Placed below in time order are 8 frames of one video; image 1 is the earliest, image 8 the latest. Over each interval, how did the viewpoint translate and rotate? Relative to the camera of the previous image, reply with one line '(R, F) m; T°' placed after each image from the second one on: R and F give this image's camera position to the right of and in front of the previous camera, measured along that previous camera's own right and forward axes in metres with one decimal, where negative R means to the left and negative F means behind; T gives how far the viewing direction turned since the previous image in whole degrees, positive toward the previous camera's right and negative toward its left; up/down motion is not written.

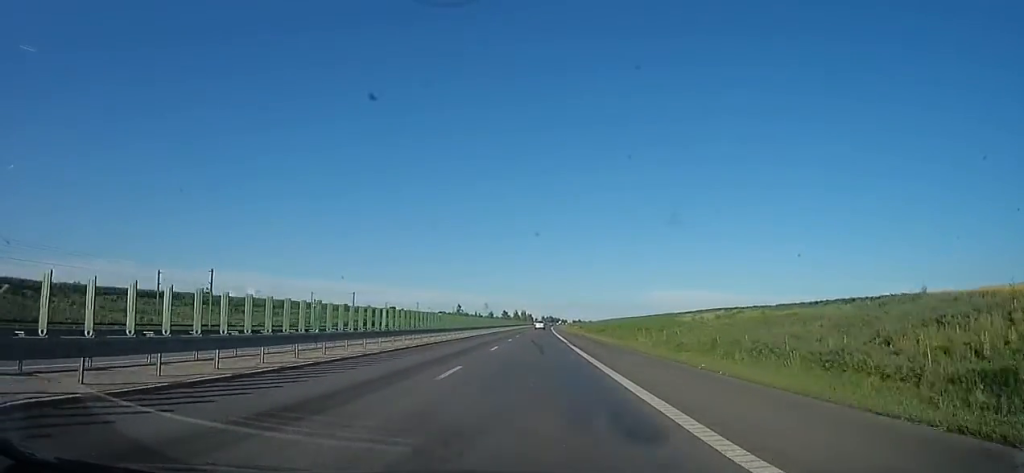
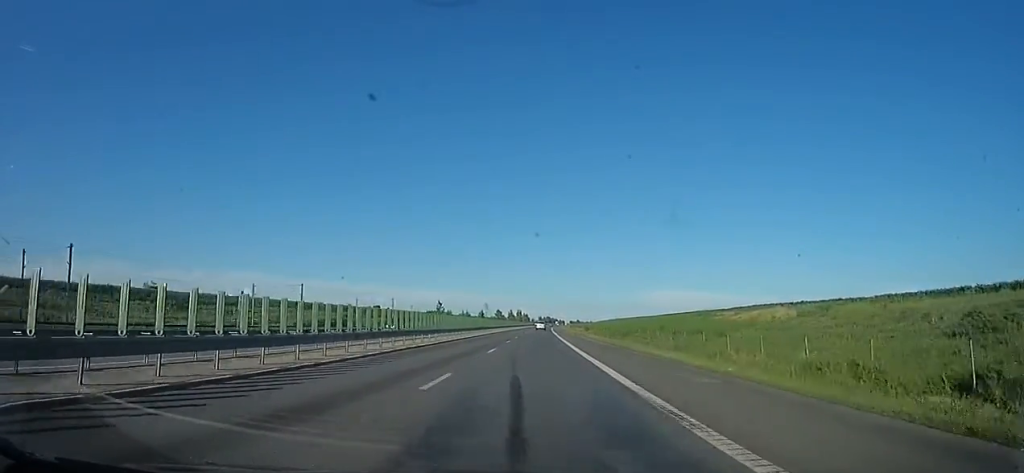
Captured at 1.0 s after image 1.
(-0.1, +26.0) m; 0°
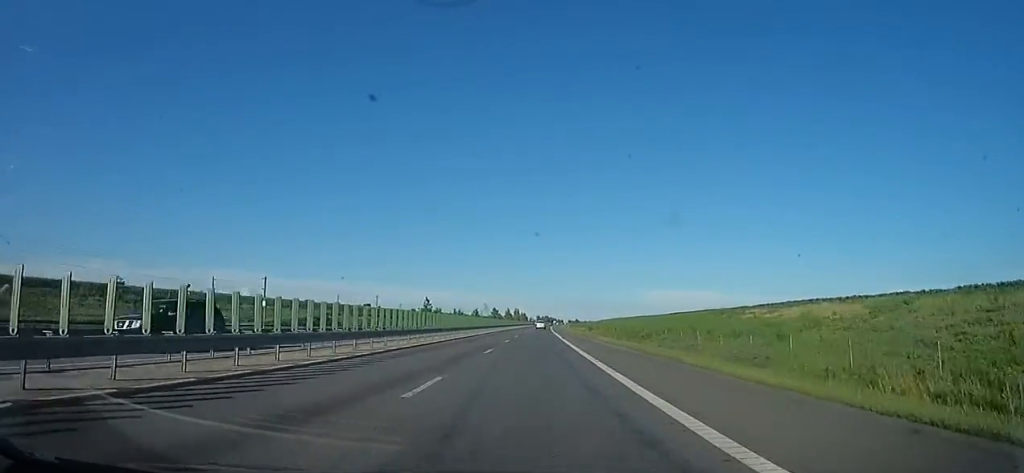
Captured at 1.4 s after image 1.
(0.0, +13.1) m; 0°
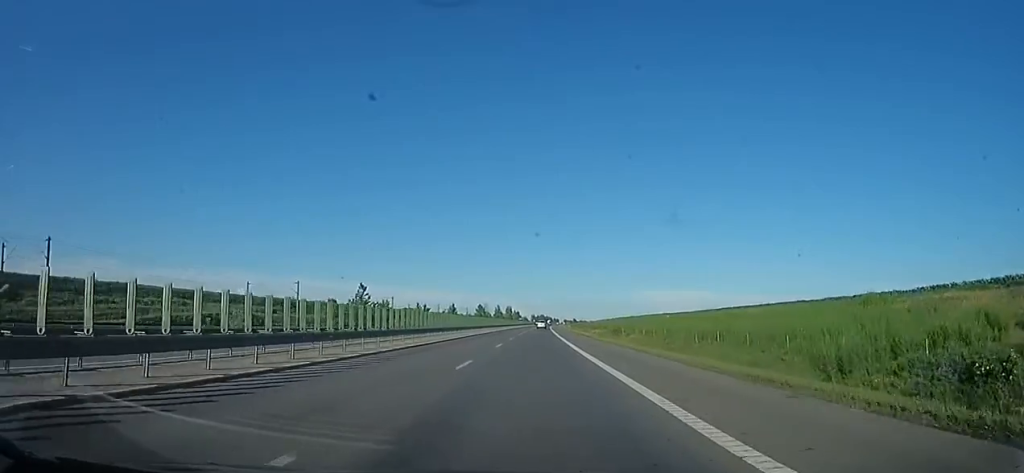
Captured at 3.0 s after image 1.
(0.0, +42.6) m; +3°
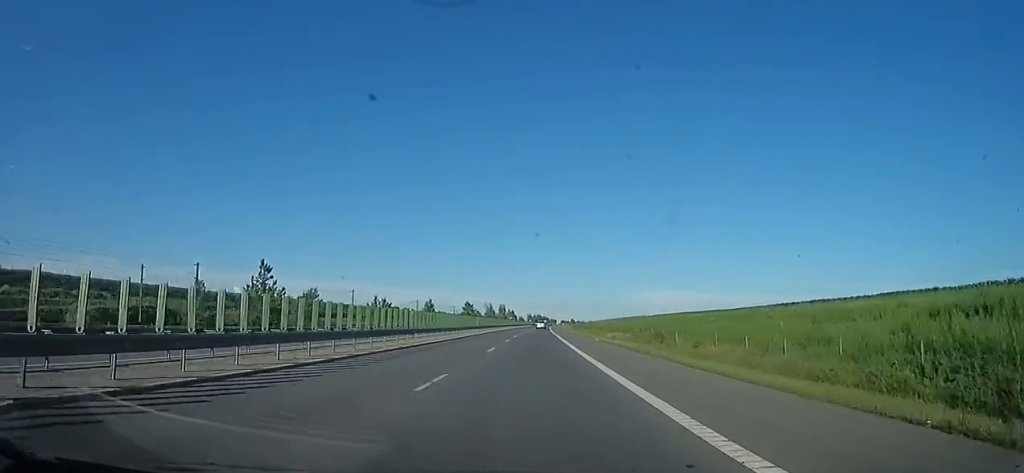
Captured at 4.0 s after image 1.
(+1.7, +28.4) m; 0°
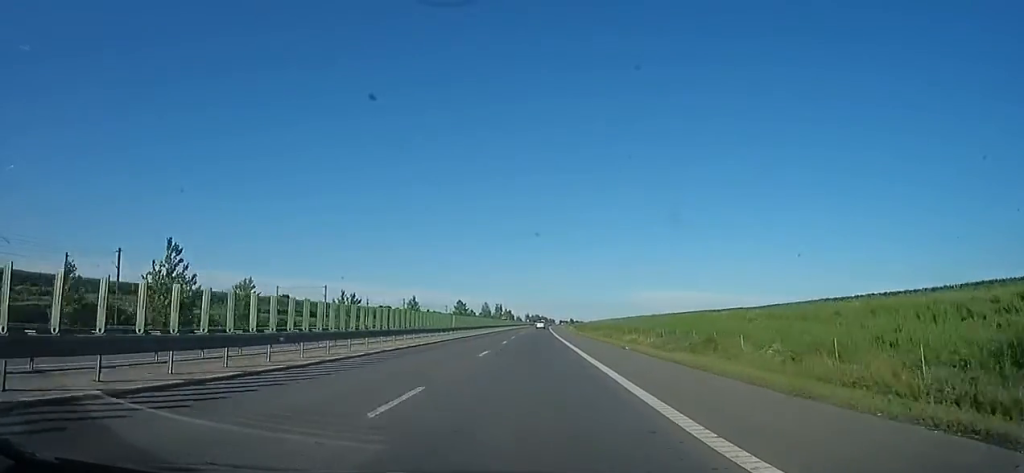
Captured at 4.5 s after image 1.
(-0.8, +14.1) m; -1°
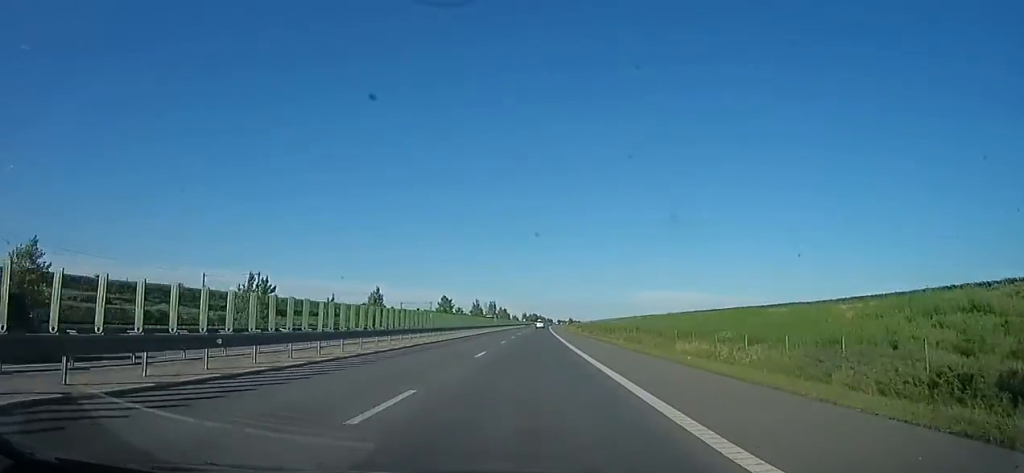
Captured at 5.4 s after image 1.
(-0.7, +24.2) m; 0°
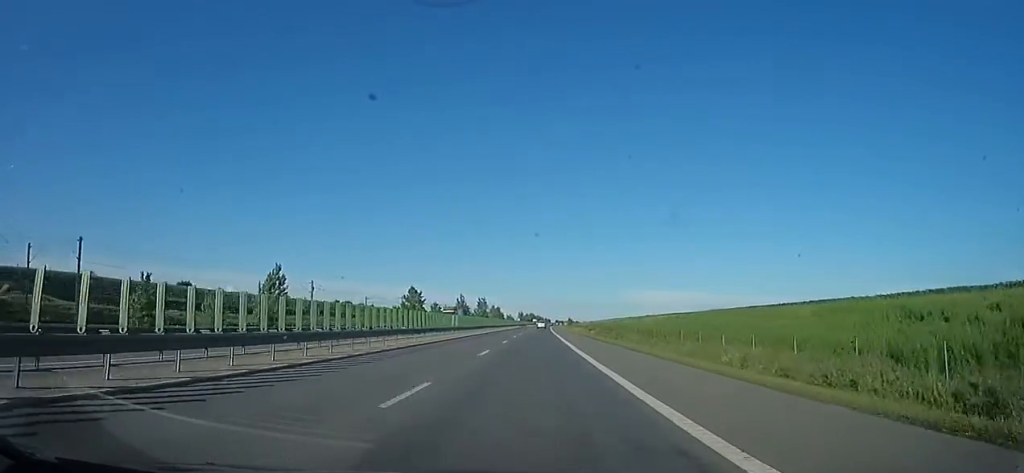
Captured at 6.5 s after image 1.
(+1.1, +34.4) m; +2°
